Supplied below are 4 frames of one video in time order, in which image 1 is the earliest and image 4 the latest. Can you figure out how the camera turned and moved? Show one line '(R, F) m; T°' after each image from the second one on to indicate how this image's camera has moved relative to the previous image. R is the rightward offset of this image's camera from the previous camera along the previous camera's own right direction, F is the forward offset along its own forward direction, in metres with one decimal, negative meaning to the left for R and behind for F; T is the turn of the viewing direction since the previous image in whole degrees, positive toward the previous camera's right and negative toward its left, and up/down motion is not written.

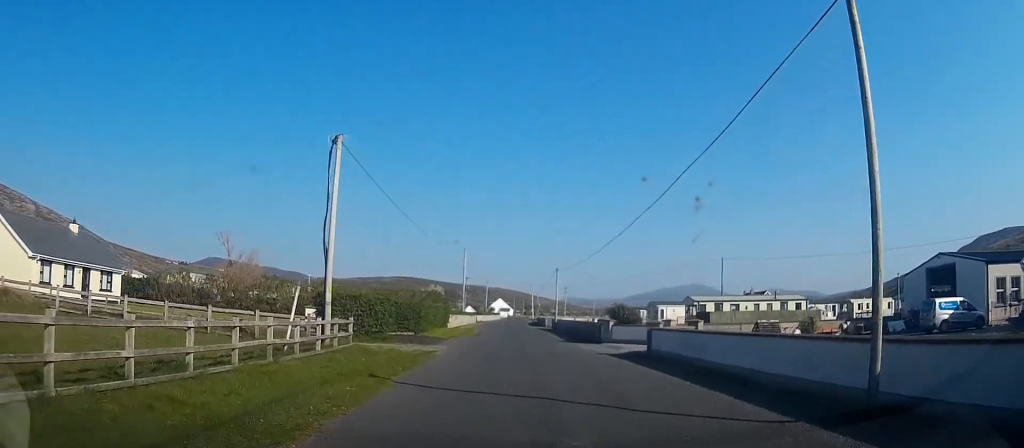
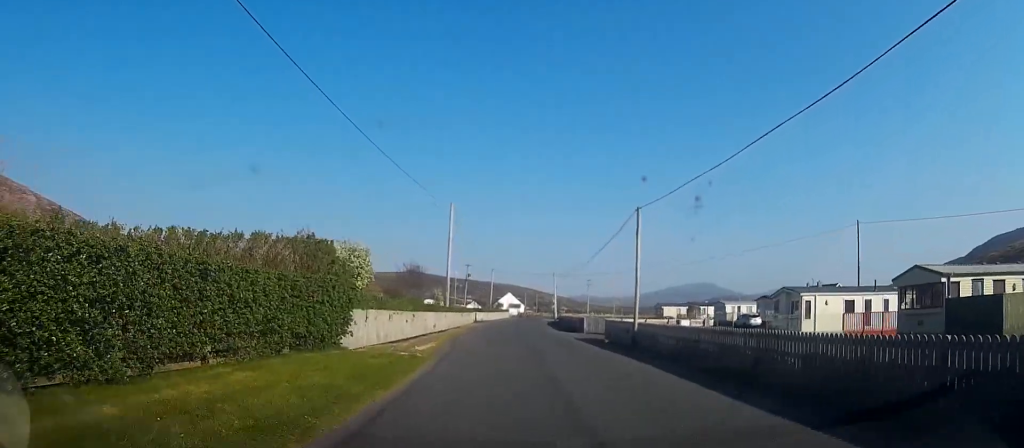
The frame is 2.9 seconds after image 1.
(-0.3, +31.9) m; +1°
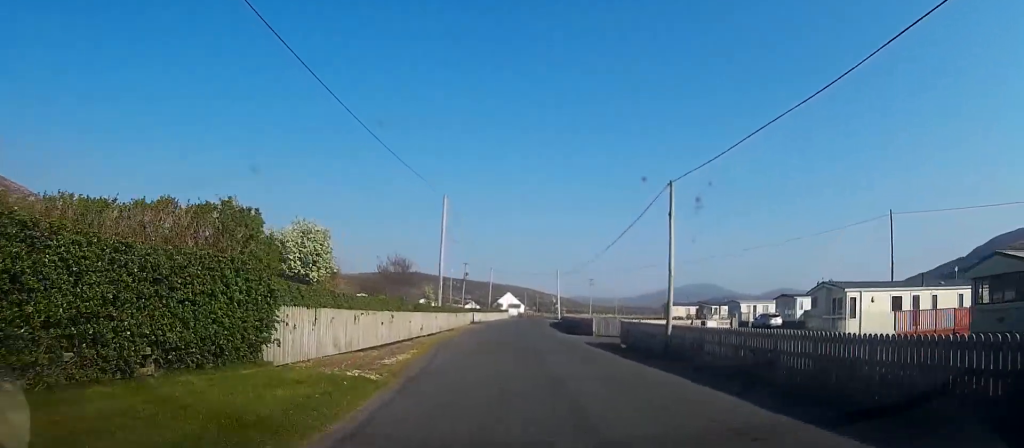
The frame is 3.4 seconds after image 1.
(+0.2, +5.4) m; +1°
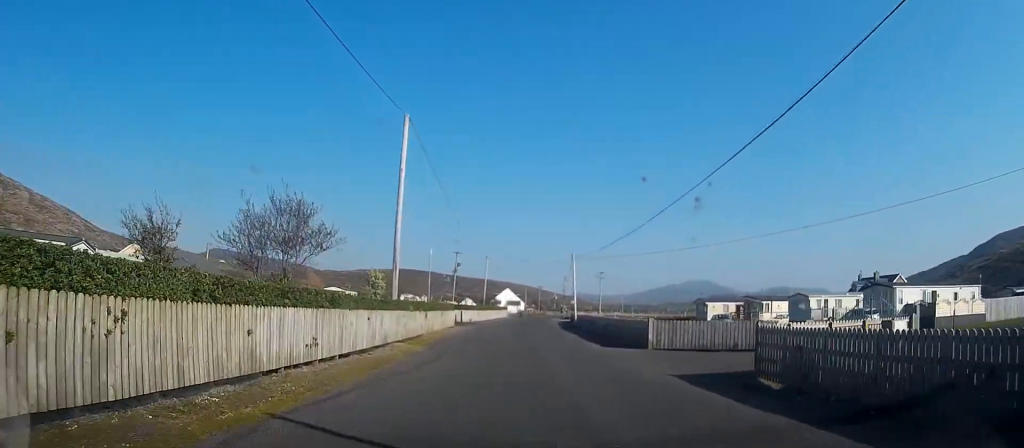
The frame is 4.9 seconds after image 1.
(+0.1, +17.8) m; 0°
